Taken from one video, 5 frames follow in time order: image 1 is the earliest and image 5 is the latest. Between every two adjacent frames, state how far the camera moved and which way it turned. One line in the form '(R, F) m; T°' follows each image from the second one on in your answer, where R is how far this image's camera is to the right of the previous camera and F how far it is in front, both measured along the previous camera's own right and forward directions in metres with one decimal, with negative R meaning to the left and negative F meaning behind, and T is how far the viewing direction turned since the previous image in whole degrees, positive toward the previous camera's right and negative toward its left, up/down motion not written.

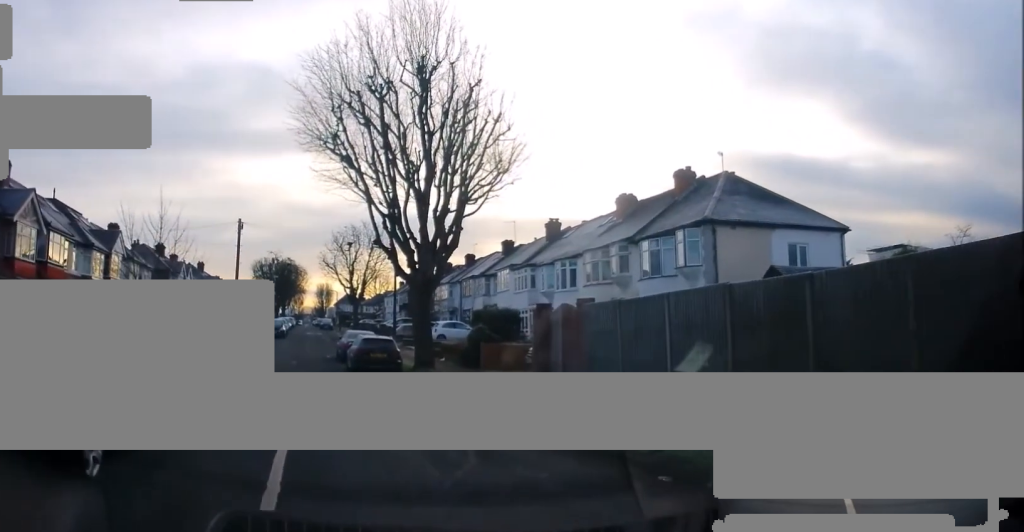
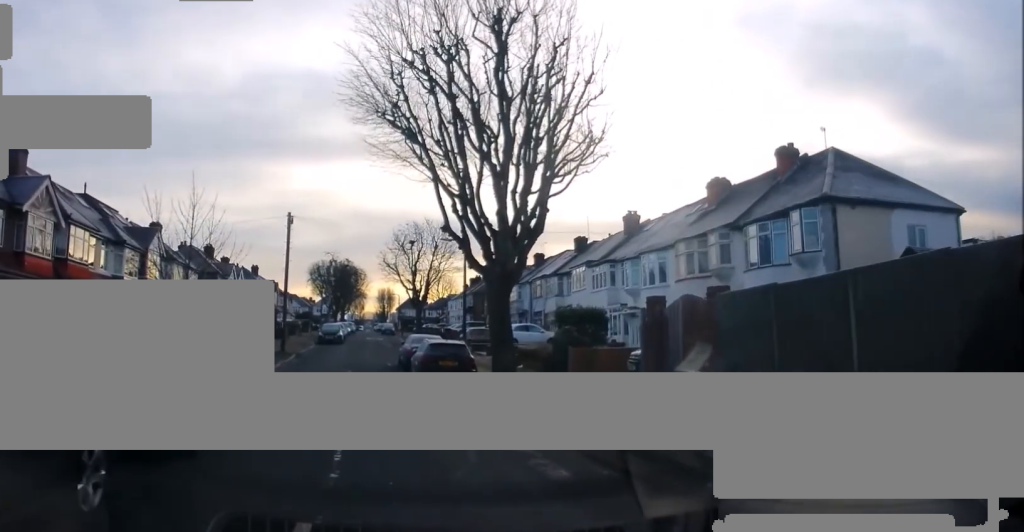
(+0.2, +0.8) m; 0°
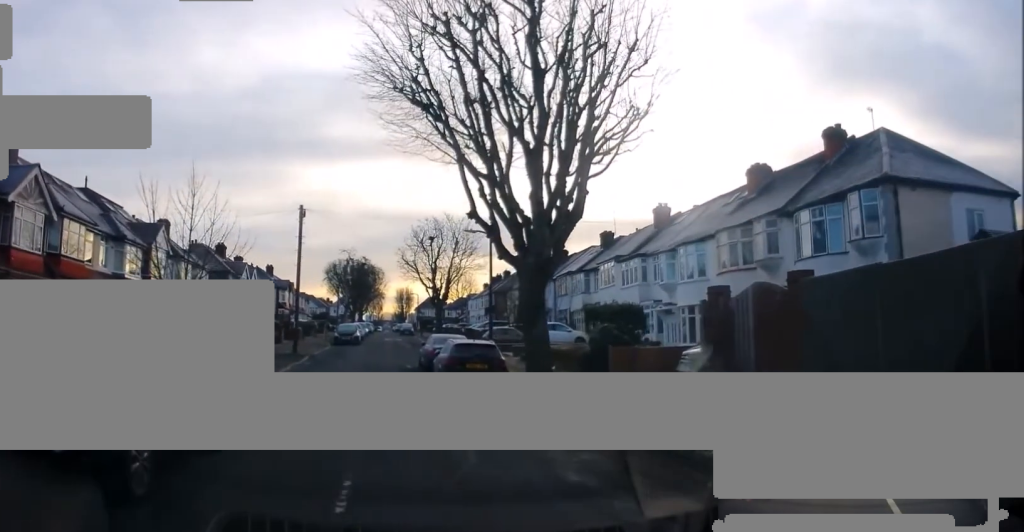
(+0.2, +0.9) m; 0°
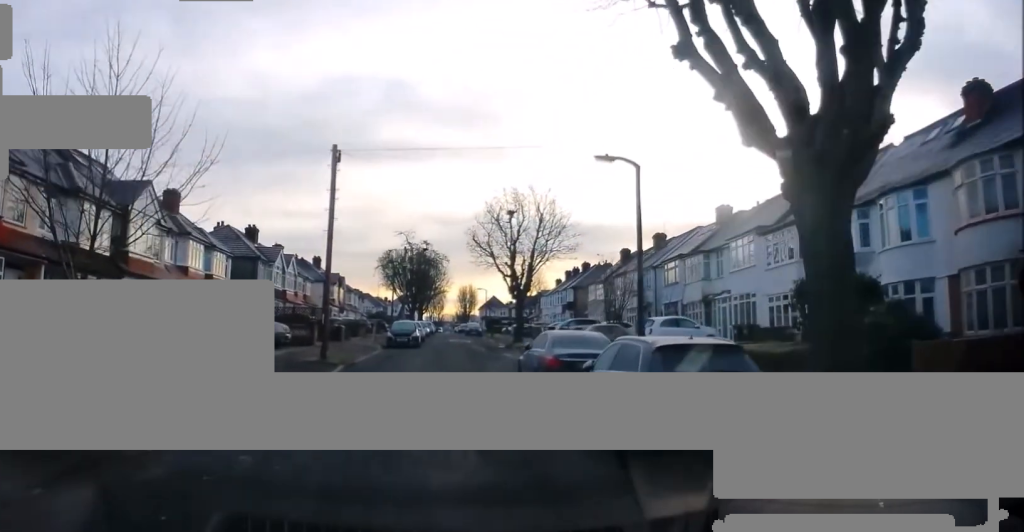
(-1.4, +9.0) m; -14°
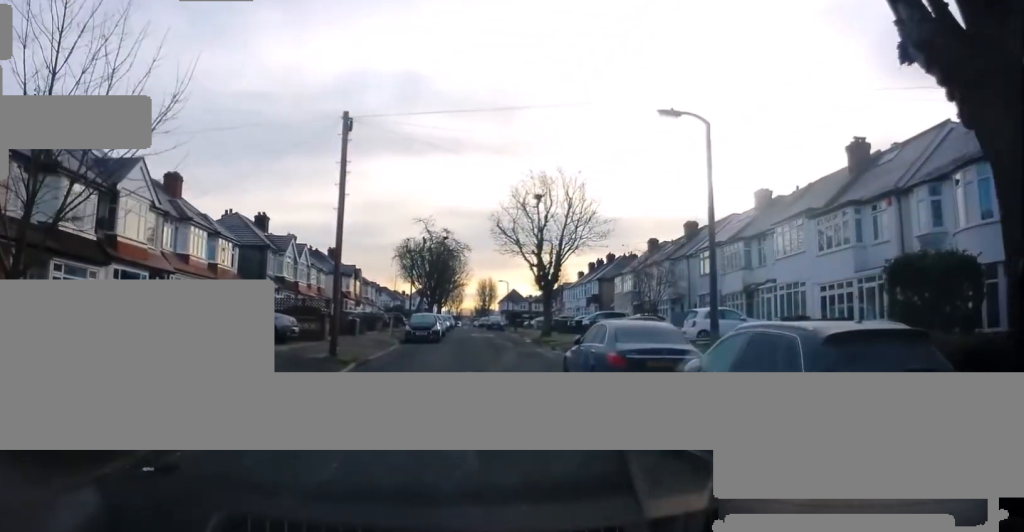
(0.0, +2.7) m; +1°
